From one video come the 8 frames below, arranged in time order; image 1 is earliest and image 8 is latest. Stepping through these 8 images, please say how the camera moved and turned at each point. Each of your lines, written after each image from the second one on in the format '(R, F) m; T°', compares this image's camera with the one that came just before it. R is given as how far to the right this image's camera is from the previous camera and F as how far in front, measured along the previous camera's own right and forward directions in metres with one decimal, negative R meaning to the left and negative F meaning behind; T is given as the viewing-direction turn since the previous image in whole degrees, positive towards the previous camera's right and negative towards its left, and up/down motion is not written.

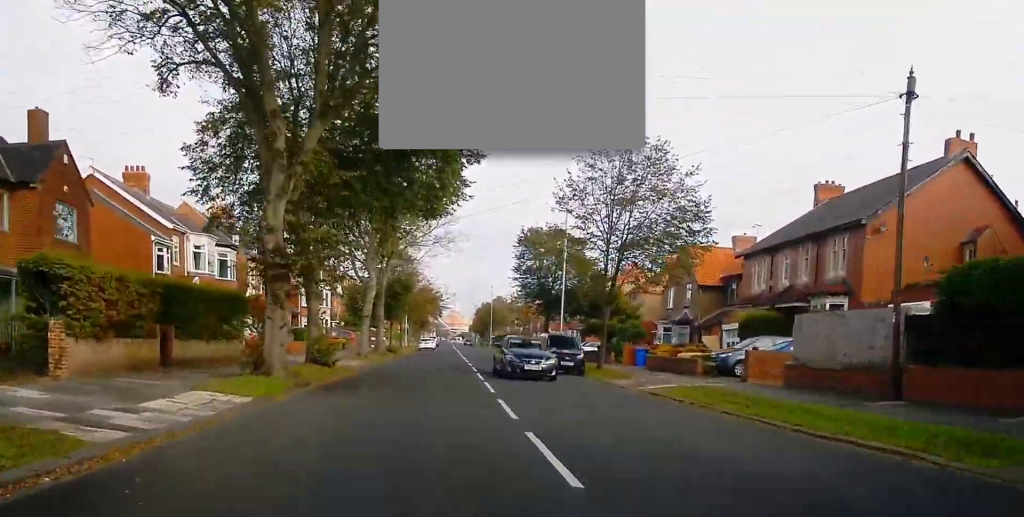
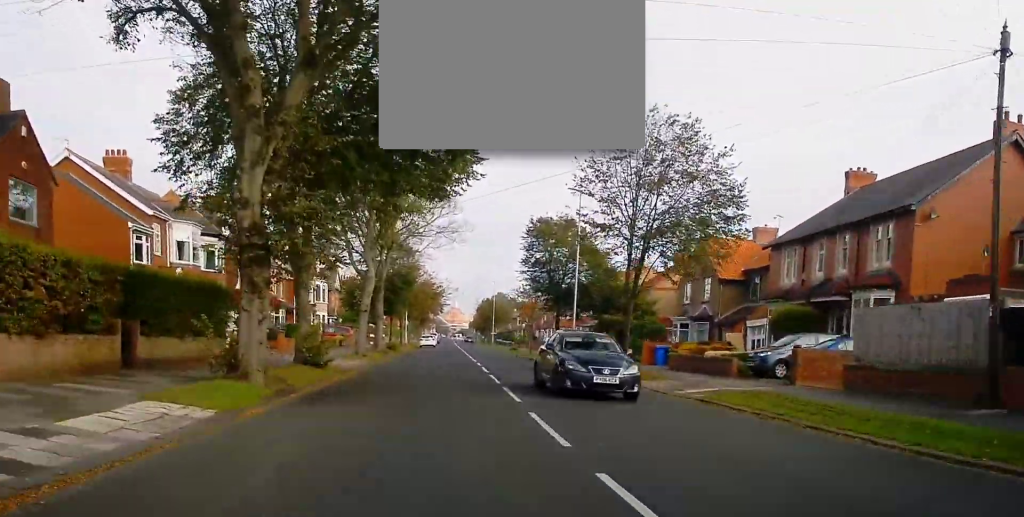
(0.0, +3.4) m; 0°
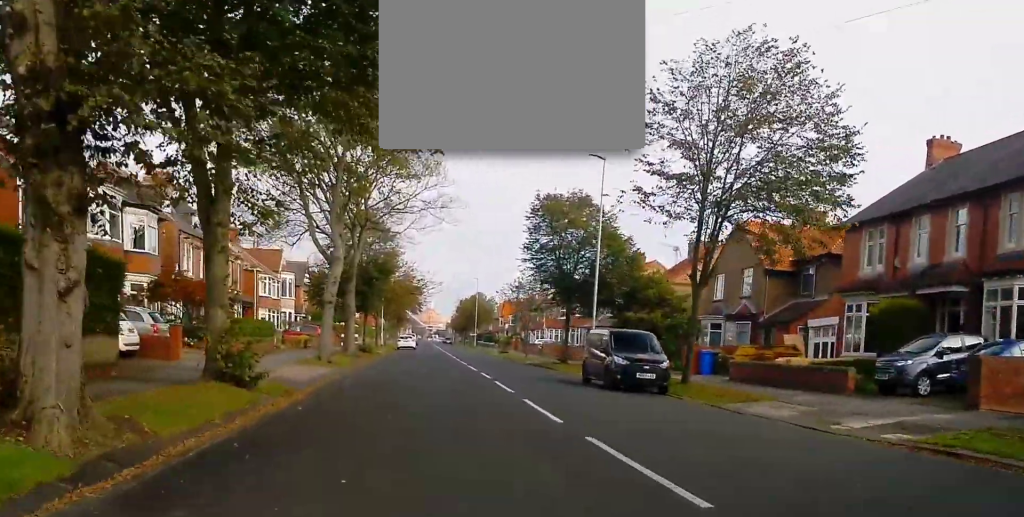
(0.0, +9.4) m; 0°
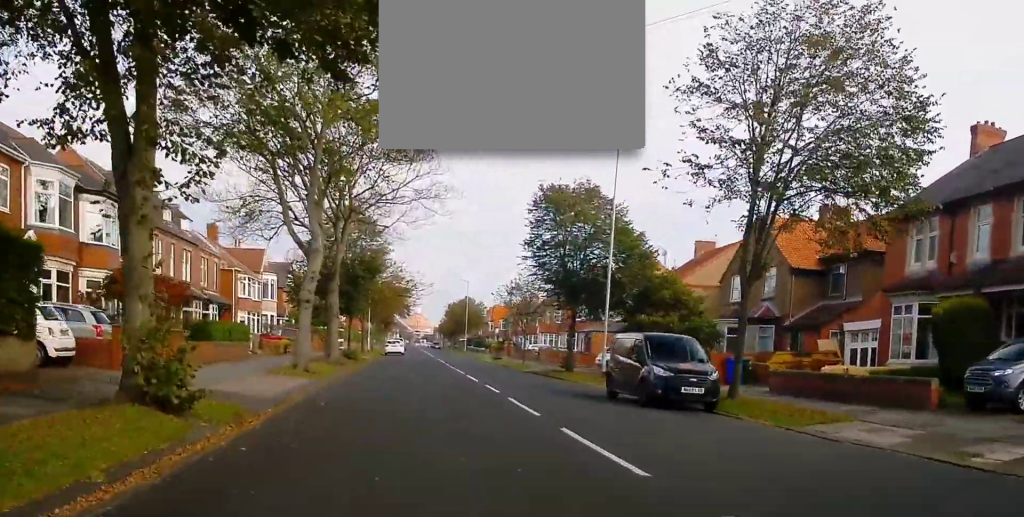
(0.0, +4.1) m; +1°
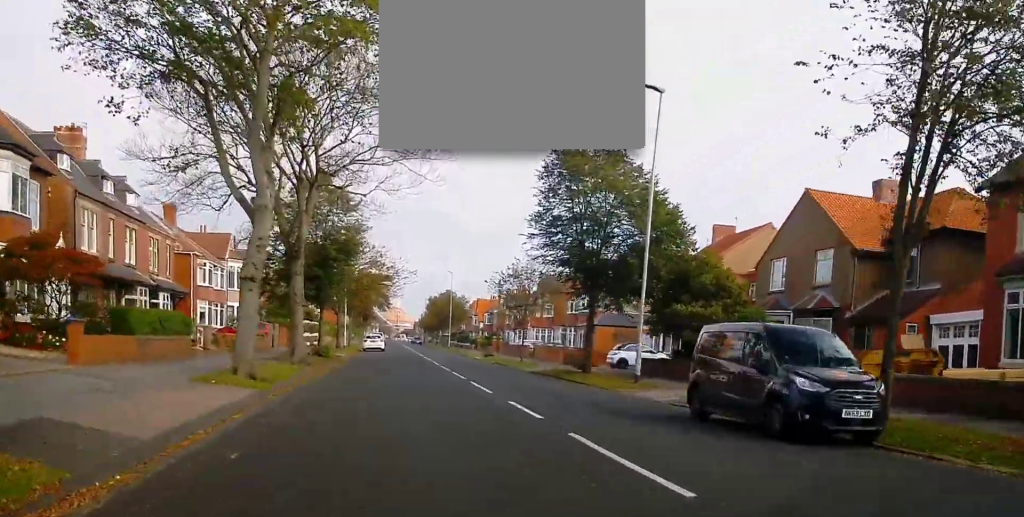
(0.0, +7.2) m; +2°
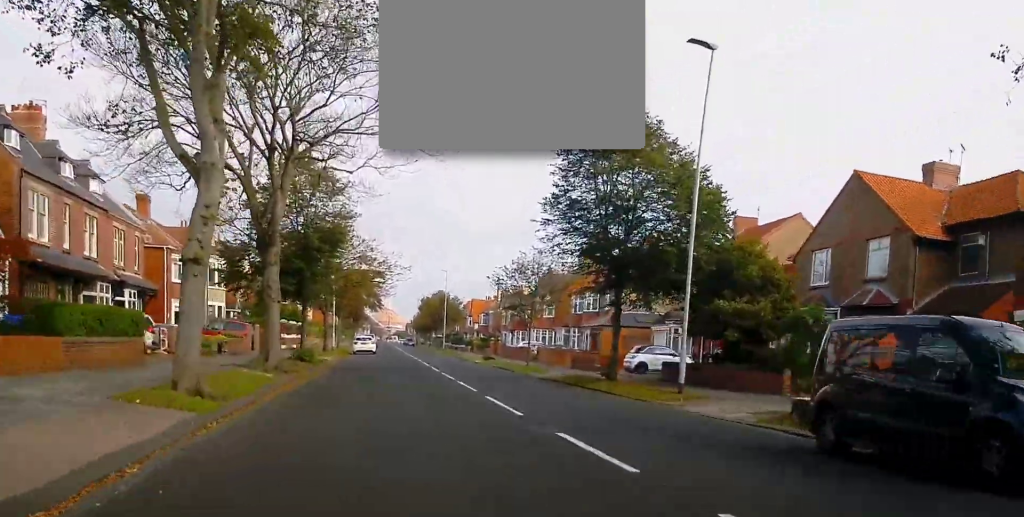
(+0.1, +4.7) m; +1°
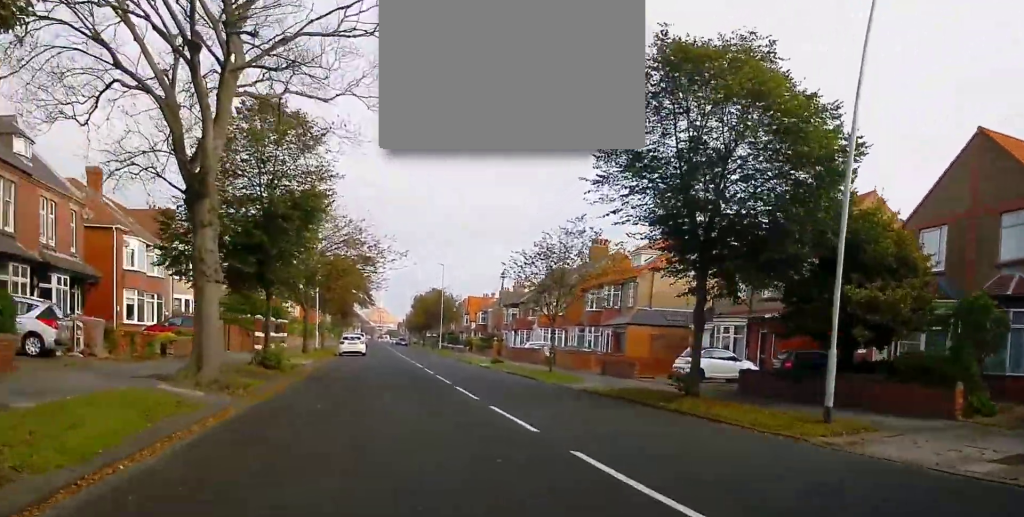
(+0.1, +8.3) m; +1°
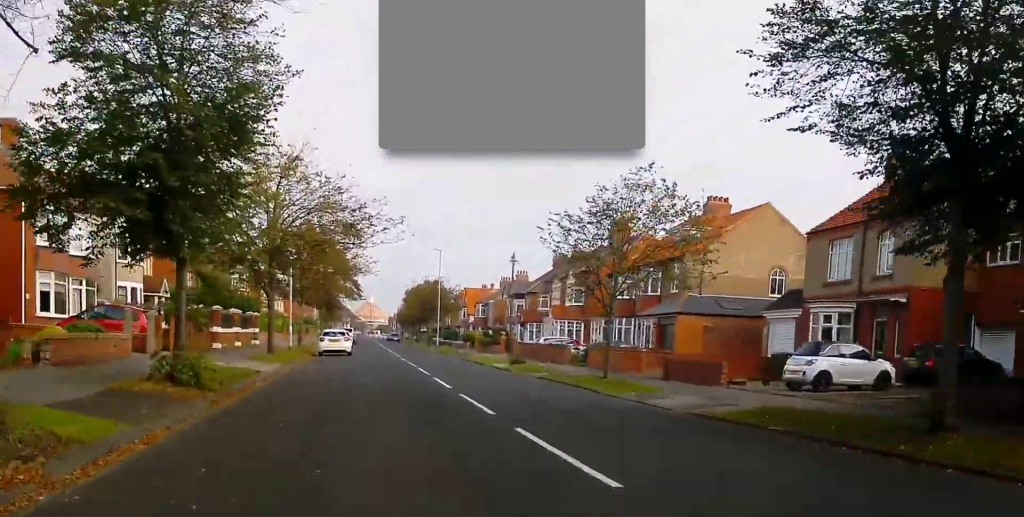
(0.0, +10.2) m; 0°
